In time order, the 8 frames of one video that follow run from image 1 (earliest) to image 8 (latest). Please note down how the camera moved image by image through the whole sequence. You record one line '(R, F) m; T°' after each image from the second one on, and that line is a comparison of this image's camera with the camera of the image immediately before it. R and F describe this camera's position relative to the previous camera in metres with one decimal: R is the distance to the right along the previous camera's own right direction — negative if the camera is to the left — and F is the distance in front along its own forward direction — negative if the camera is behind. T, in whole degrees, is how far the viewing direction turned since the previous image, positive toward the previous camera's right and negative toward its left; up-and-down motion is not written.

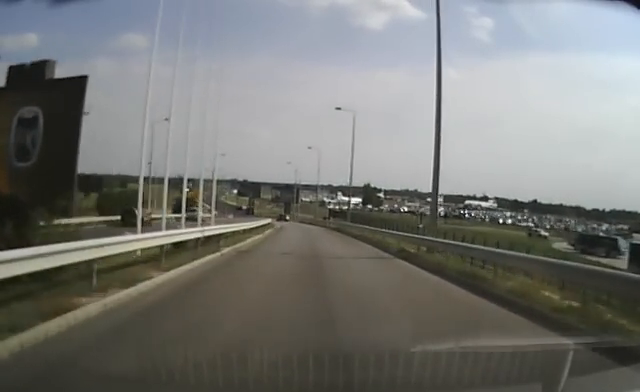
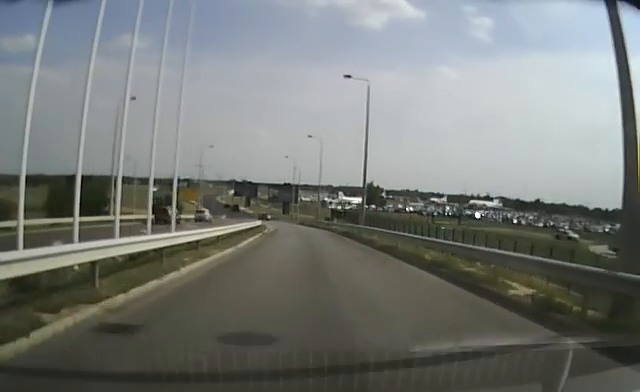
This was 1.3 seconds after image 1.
(-0.2, +13.8) m; -1°
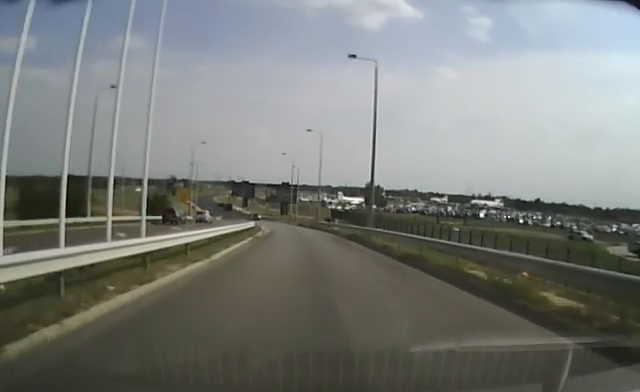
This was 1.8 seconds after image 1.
(-0.1, +5.9) m; -1°
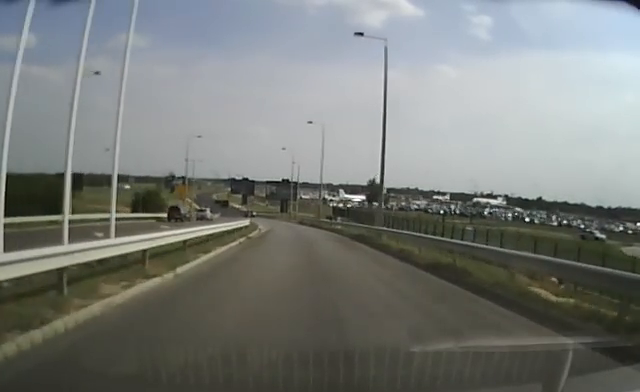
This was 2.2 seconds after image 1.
(0.0, +4.4) m; 0°
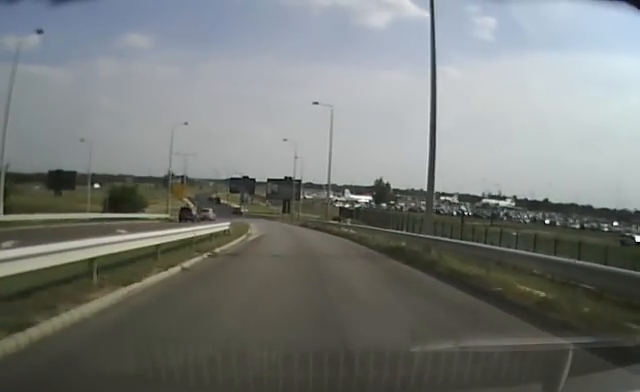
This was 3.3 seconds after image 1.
(-0.1, +12.0) m; -1°
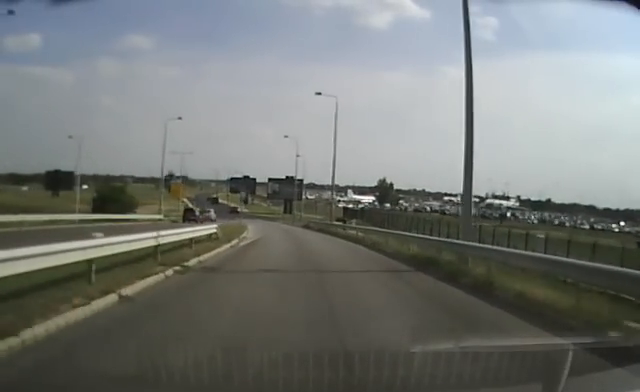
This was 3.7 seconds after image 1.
(0.0, +4.6) m; 0°
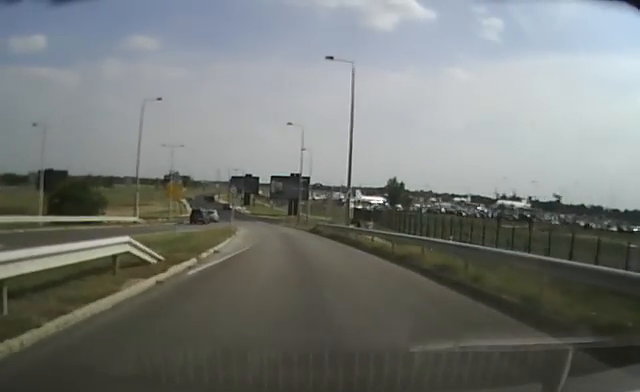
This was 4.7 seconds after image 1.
(-0.2, +12.4) m; -1°
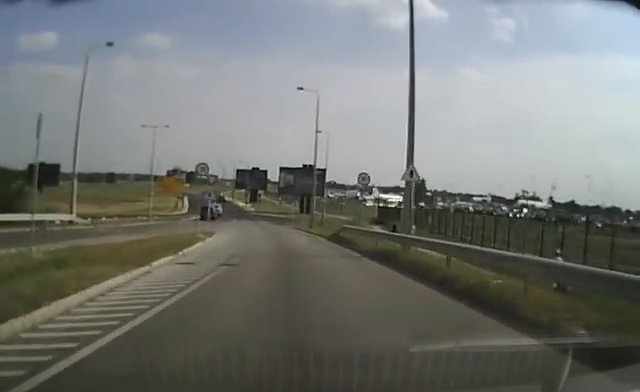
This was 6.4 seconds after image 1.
(0.0, +19.2) m; 0°
